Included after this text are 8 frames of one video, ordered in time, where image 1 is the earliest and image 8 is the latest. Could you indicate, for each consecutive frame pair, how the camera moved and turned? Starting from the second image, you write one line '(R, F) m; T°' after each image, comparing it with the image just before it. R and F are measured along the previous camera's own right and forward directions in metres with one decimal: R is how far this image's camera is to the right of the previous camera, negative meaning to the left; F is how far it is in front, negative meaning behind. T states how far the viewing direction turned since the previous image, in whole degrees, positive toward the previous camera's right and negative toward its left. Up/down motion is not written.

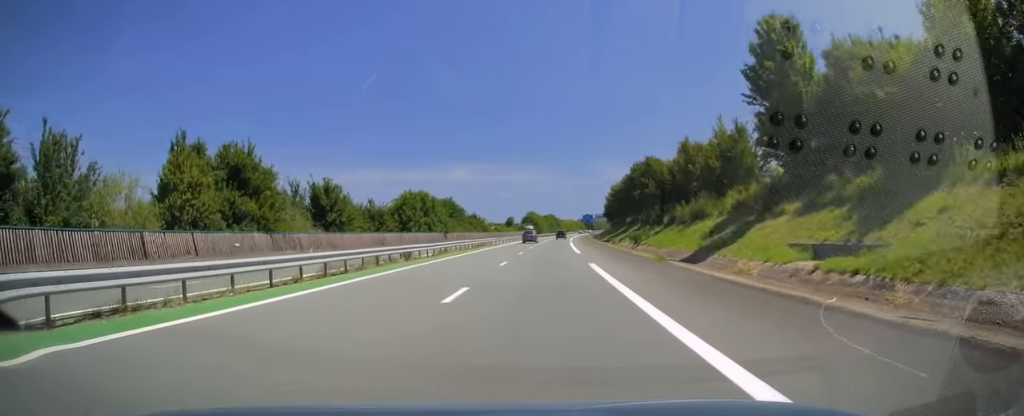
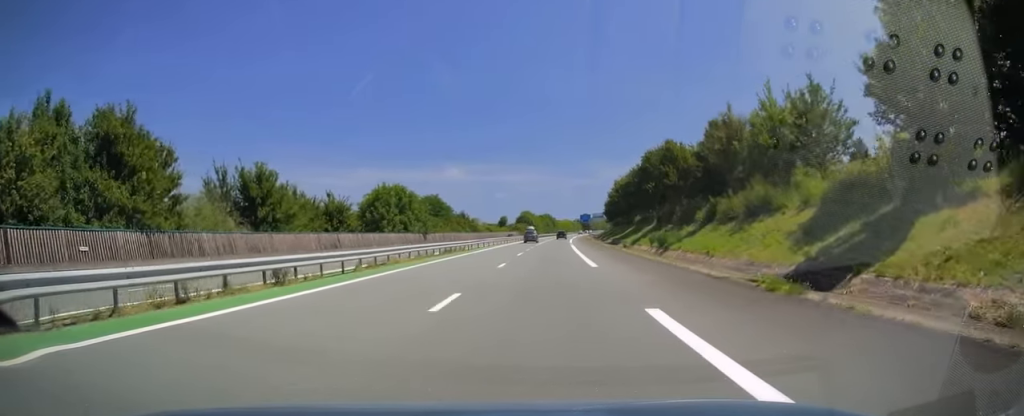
(+0.1, +14.2) m; +1°
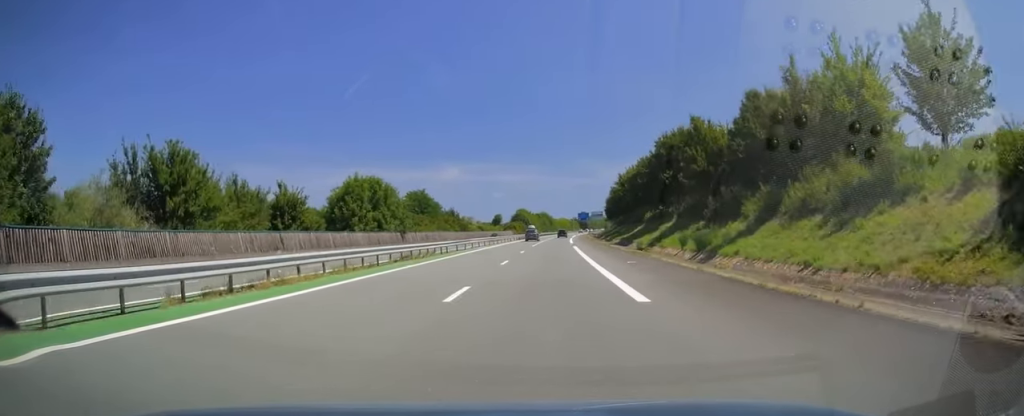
(0.0, +11.8) m; 0°
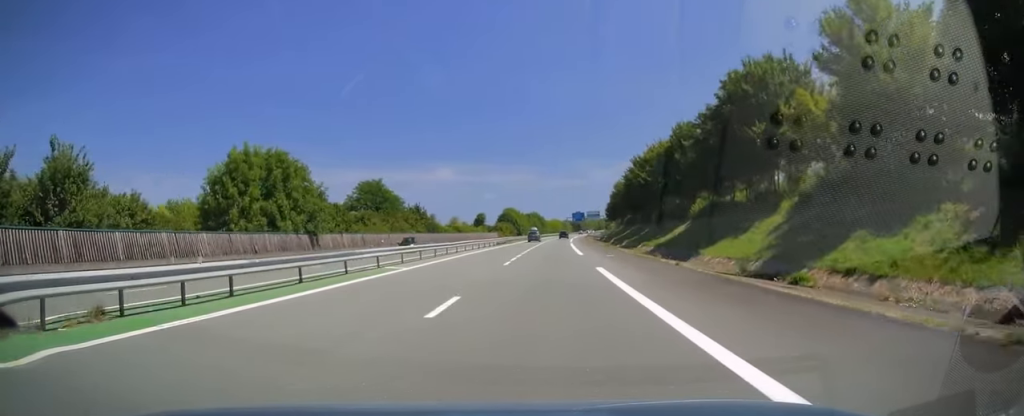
(+0.1, +27.9) m; +1°
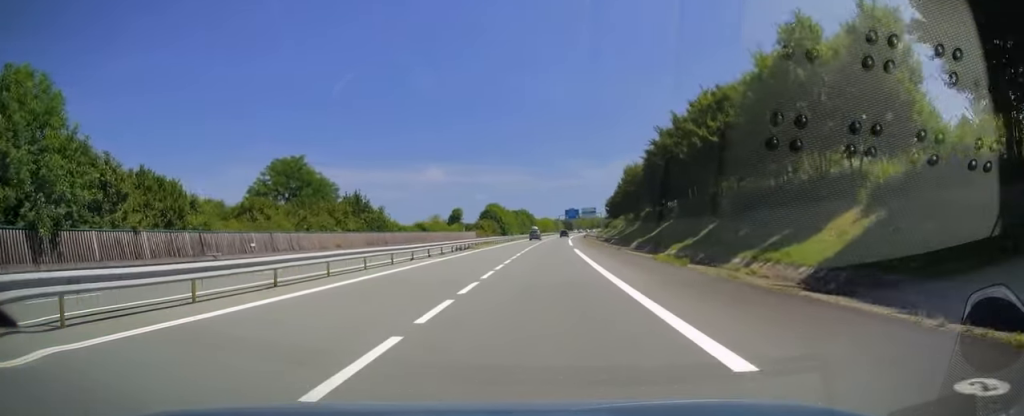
(+0.2, +29.4) m; +1°
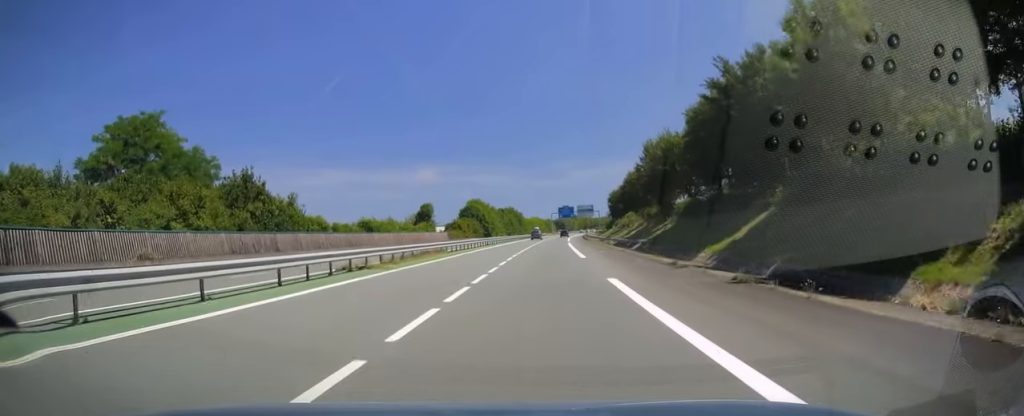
(+0.3, +27.5) m; +1°
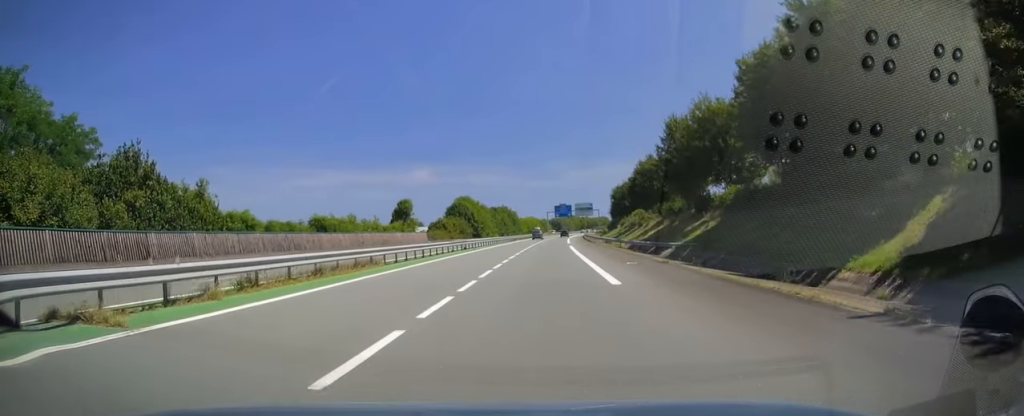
(+0.1, +15.2) m; +1°
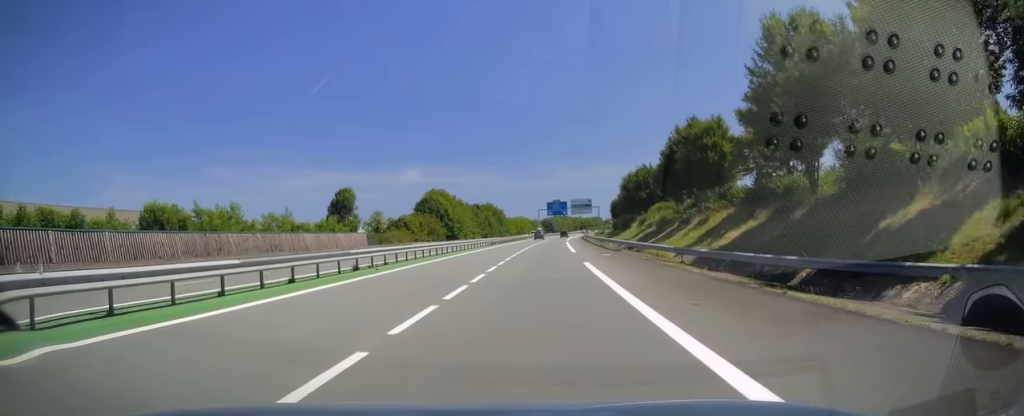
(+0.2, +27.5) m; +1°
